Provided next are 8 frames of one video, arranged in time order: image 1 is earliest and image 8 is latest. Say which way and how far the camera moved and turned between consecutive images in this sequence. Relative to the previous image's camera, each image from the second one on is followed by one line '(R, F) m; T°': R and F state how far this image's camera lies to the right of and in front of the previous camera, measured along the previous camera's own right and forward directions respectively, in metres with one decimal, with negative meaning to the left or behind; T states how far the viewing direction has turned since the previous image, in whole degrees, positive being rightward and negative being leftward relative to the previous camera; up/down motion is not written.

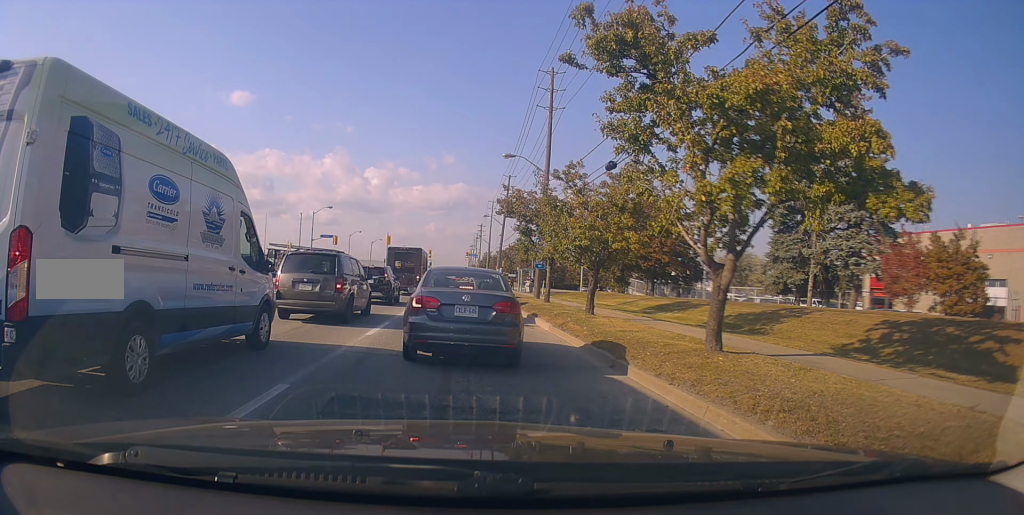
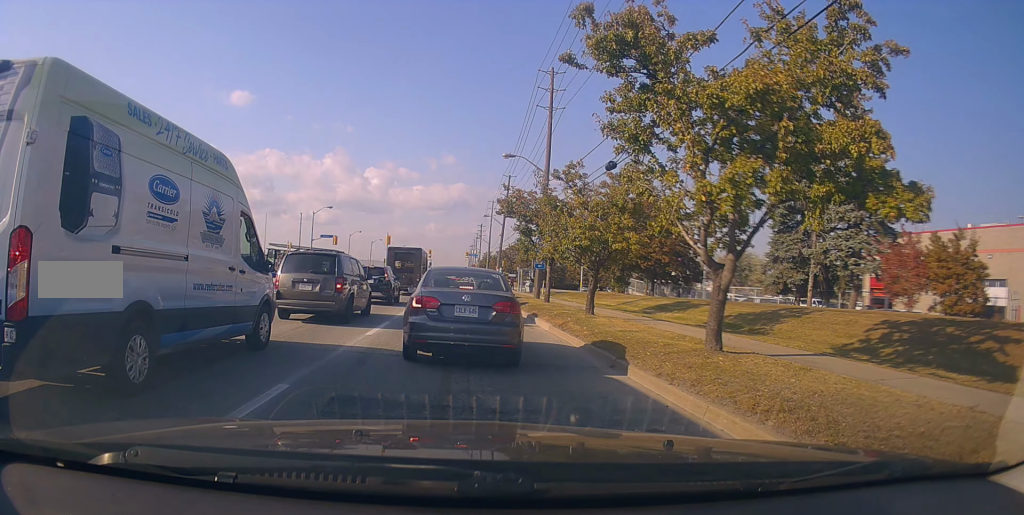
(0.0, 0.0) m; 0°
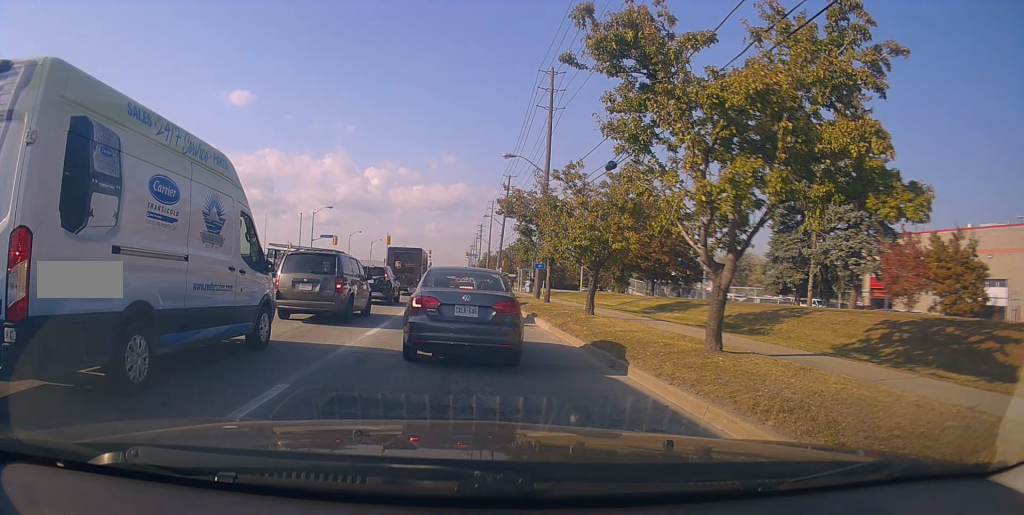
(0.0, 0.0) m; 0°
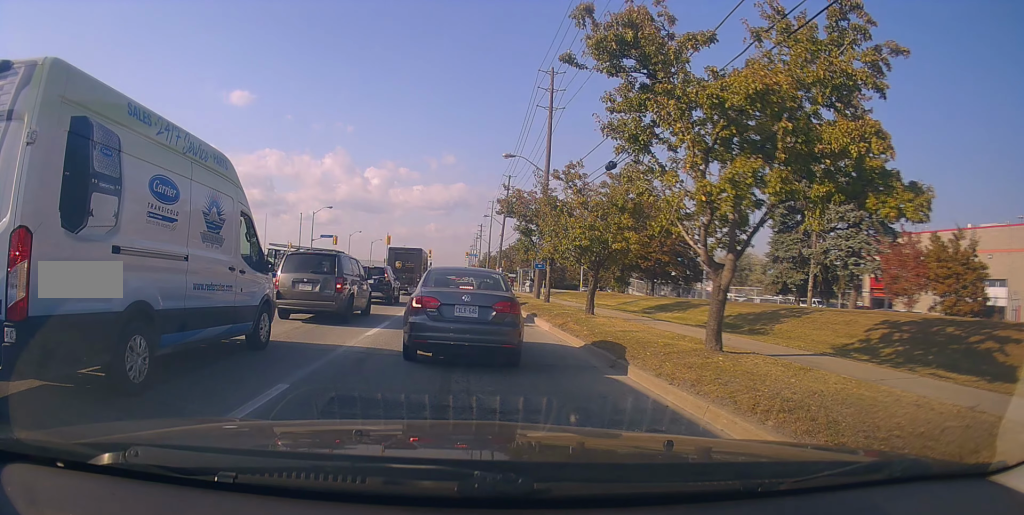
(0.0, 0.0) m; 0°
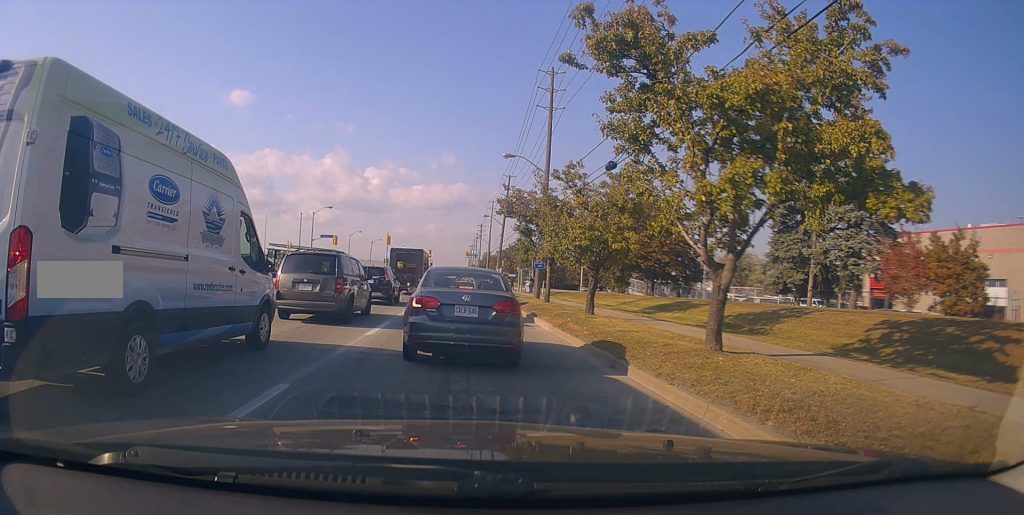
(0.0, 0.0) m; 0°
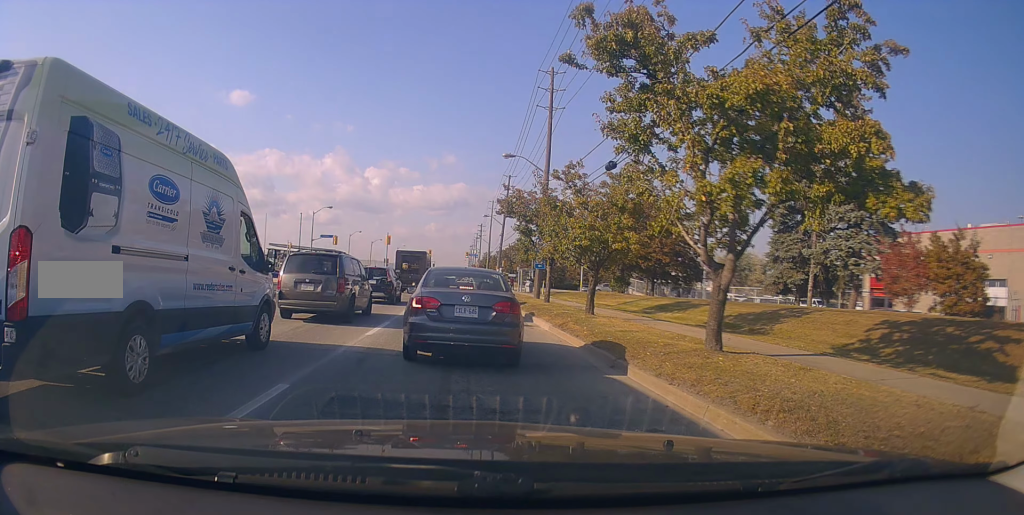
(0.0, 0.0) m; 0°
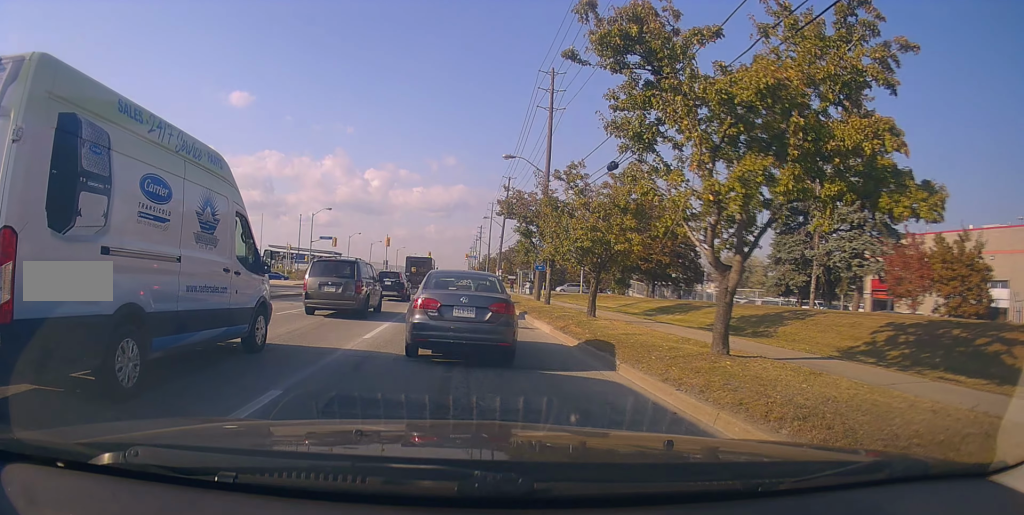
(0.0, +0.2) m; 0°
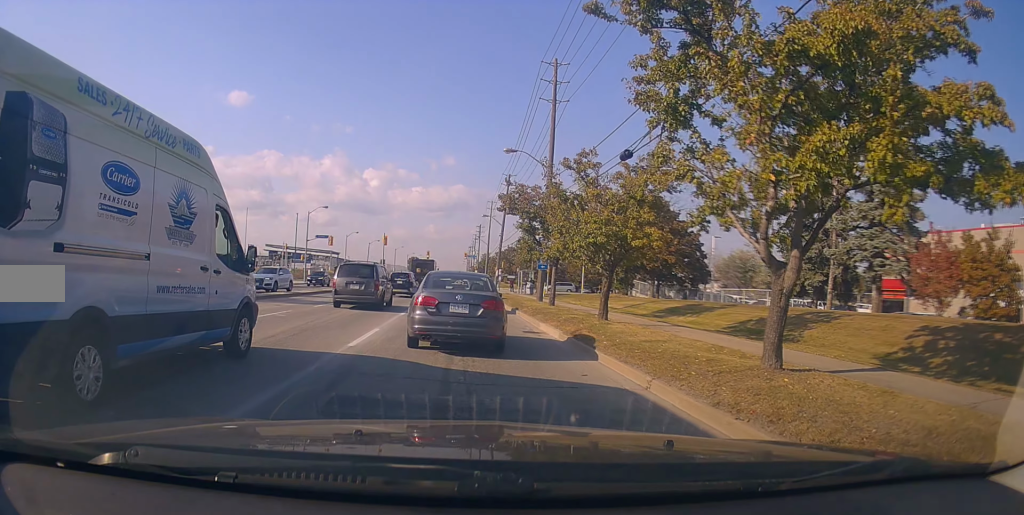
(0.0, +1.1) m; +2°
